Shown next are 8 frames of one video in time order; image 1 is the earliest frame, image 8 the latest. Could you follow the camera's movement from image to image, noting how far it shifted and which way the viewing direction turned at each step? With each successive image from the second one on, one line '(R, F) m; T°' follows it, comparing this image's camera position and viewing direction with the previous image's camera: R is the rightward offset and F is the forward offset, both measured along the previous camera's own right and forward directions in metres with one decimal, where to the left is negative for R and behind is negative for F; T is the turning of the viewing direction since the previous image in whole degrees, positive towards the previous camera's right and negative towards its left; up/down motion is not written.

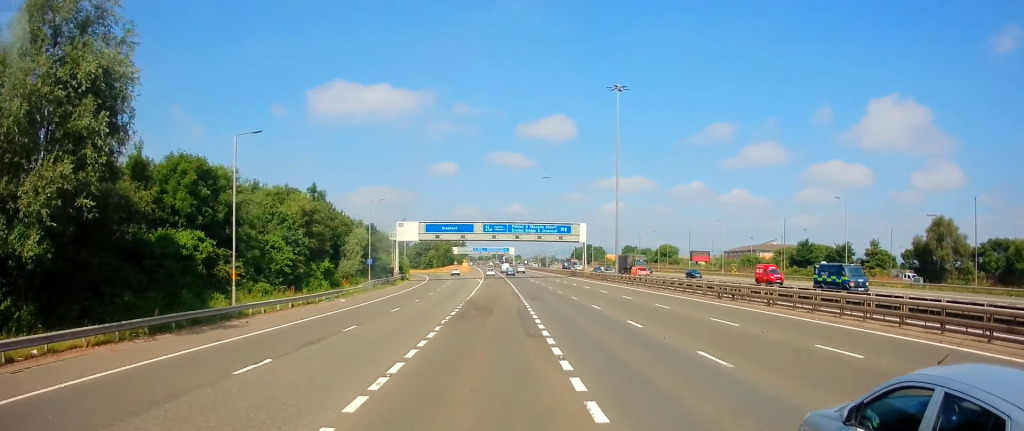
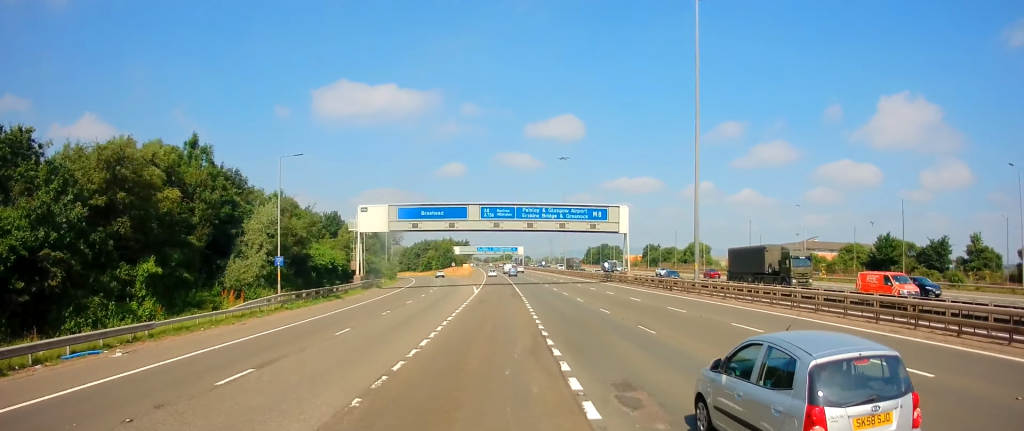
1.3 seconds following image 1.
(-0.2, +28.7) m; 0°
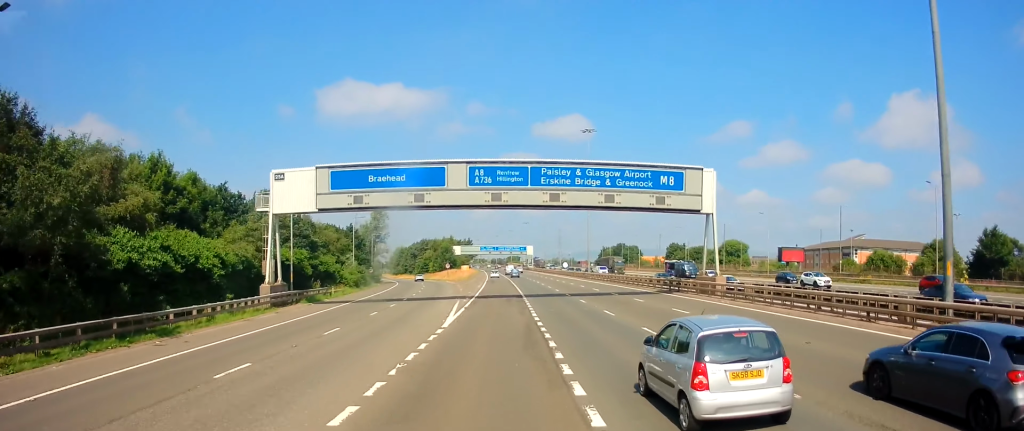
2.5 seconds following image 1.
(0.0, +27.3) m; -1°
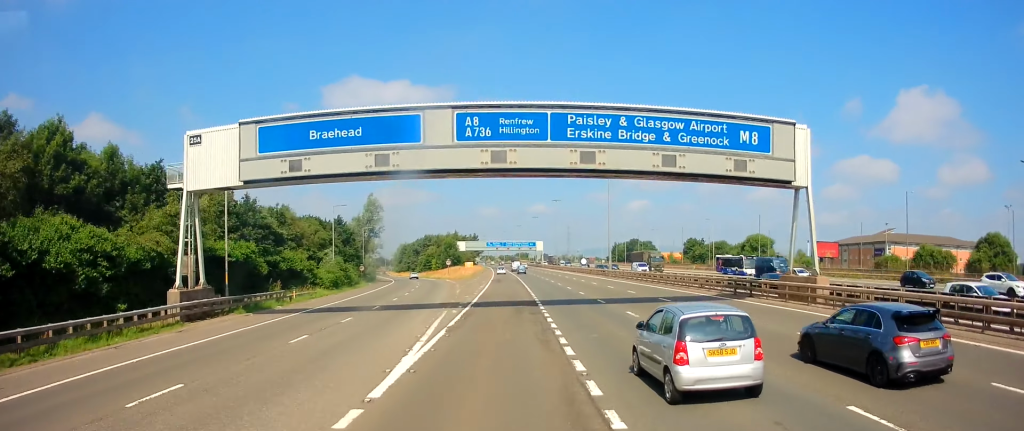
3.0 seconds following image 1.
(0.0, +12.9) m; -1°
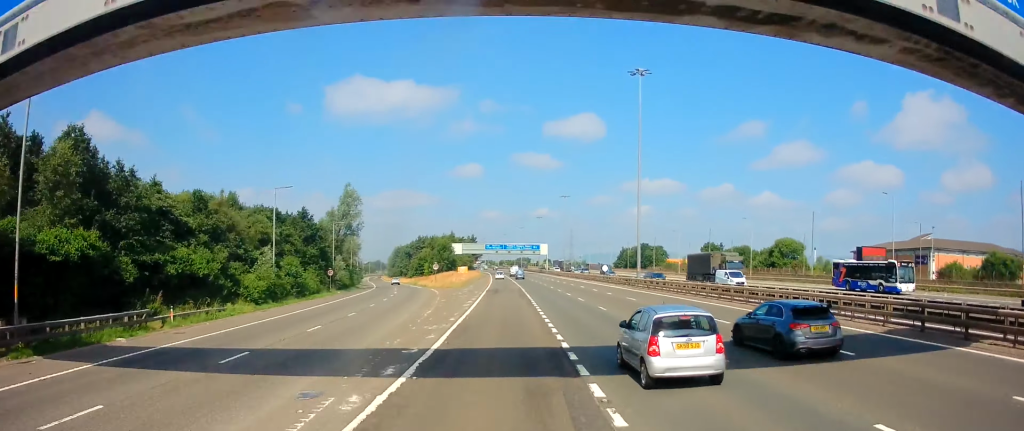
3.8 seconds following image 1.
(-0.2, +18.2) m; -1°
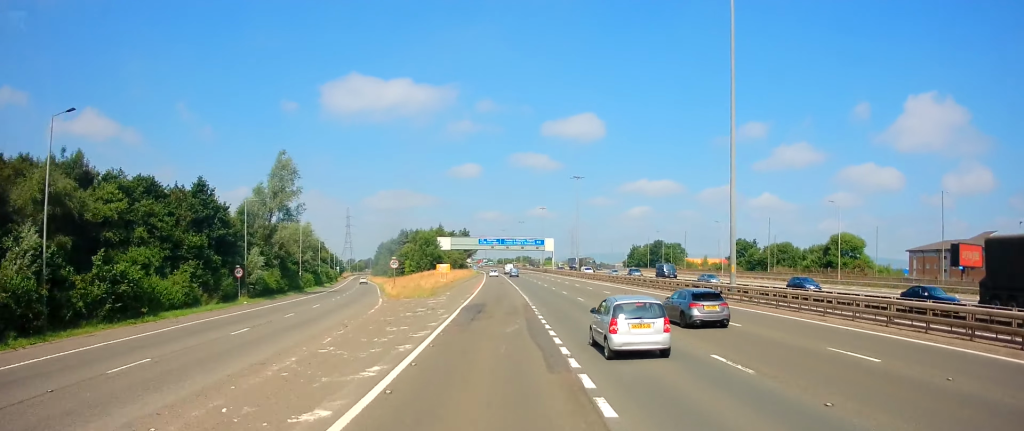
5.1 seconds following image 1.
(+0.1, +28.6) m; +1°
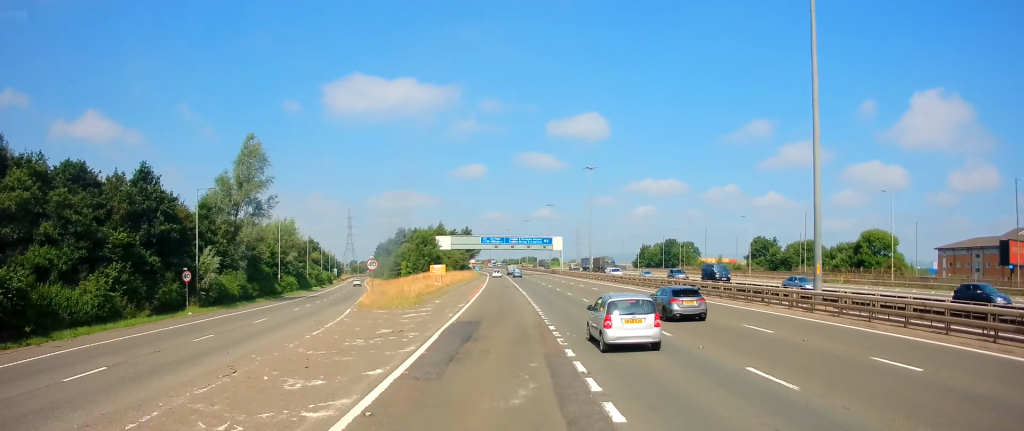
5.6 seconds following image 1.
(+0.3, +10.6) m; 0°
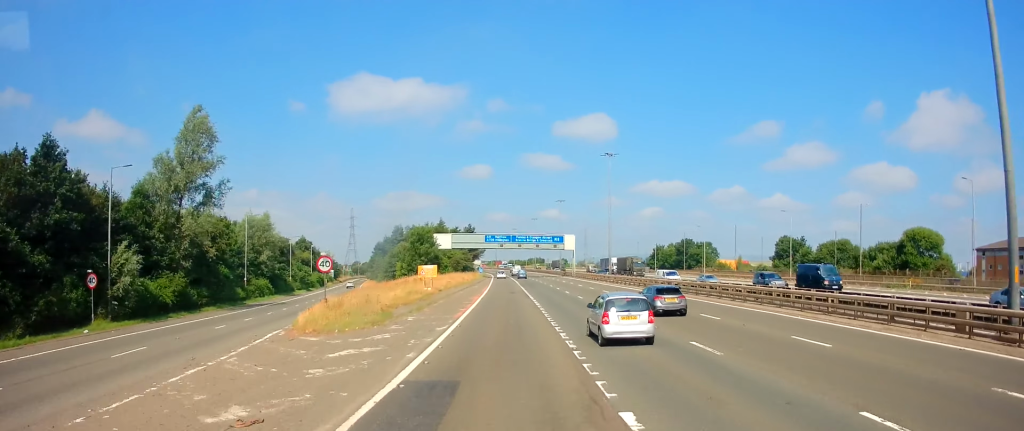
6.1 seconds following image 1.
(-0.1, +12.8) m; -1°
